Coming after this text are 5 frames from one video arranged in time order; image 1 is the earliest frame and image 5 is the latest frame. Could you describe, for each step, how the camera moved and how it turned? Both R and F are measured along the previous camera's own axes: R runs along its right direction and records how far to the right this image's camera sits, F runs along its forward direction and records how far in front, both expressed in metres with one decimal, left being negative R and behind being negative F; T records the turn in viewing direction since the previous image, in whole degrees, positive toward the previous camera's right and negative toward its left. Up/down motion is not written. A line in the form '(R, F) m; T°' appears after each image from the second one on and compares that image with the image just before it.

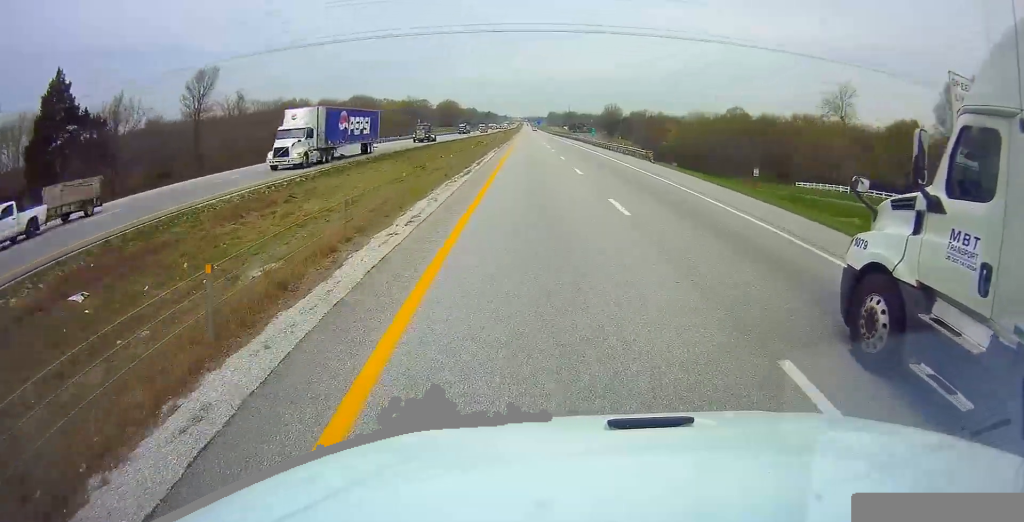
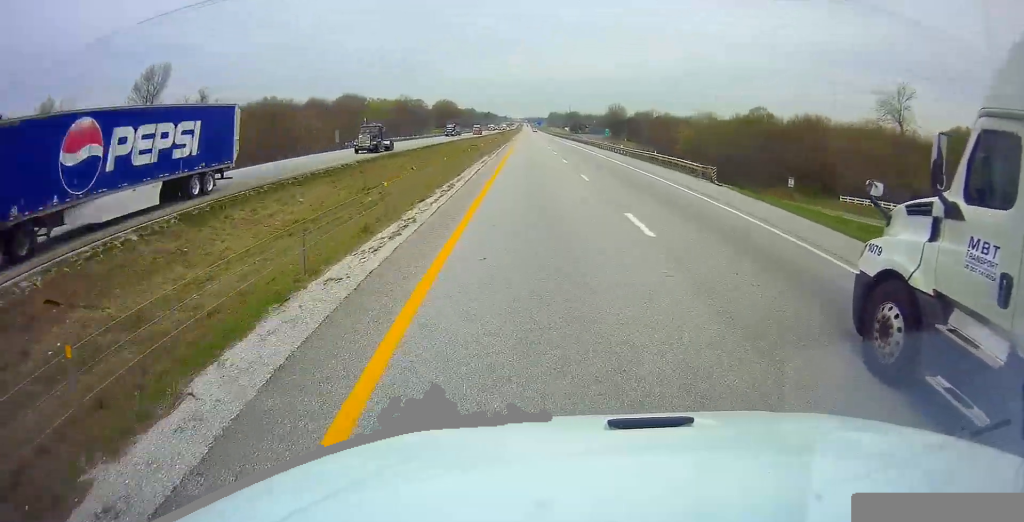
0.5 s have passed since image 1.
(-0.1, +14.6) m; 0°
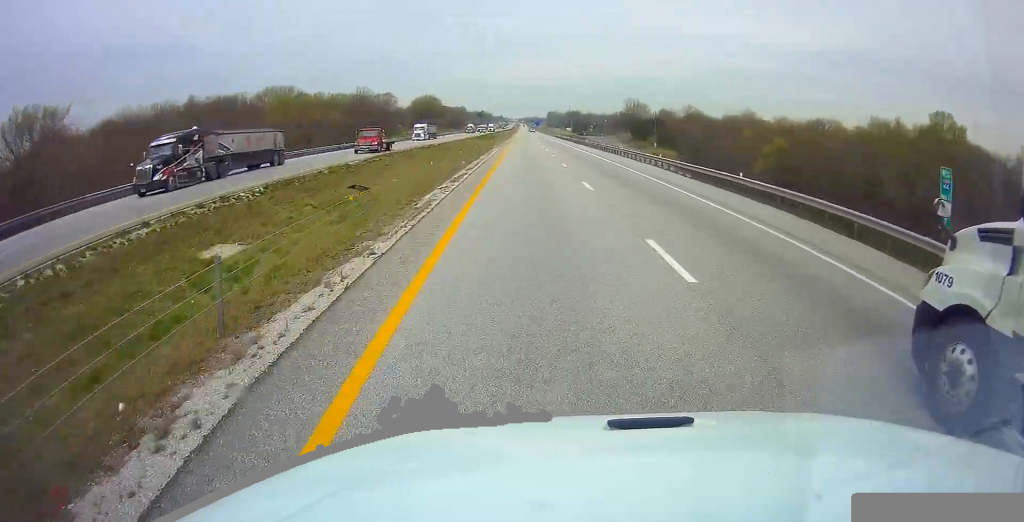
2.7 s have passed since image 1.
(-0.1, +63.6) m; 0°
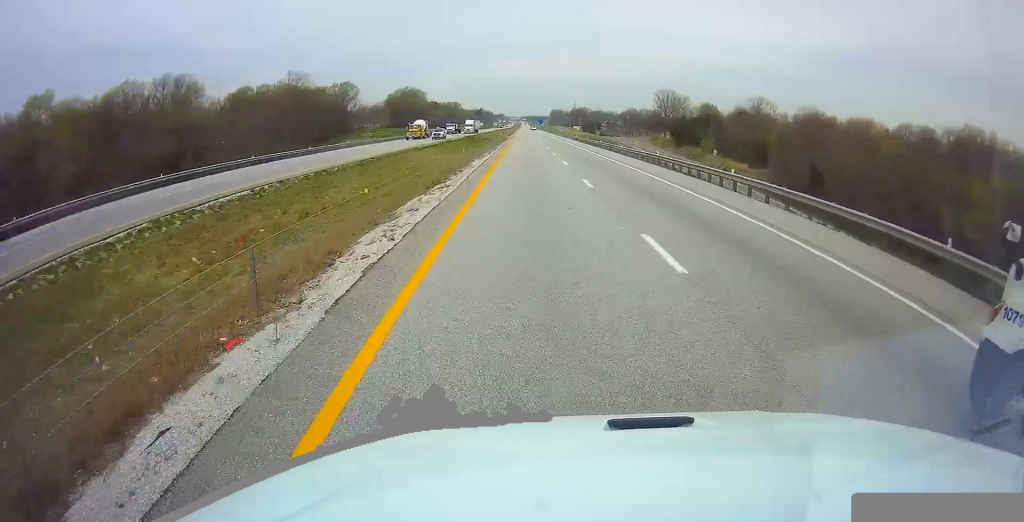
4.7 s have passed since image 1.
(+0.4, +59.5) m; 0°
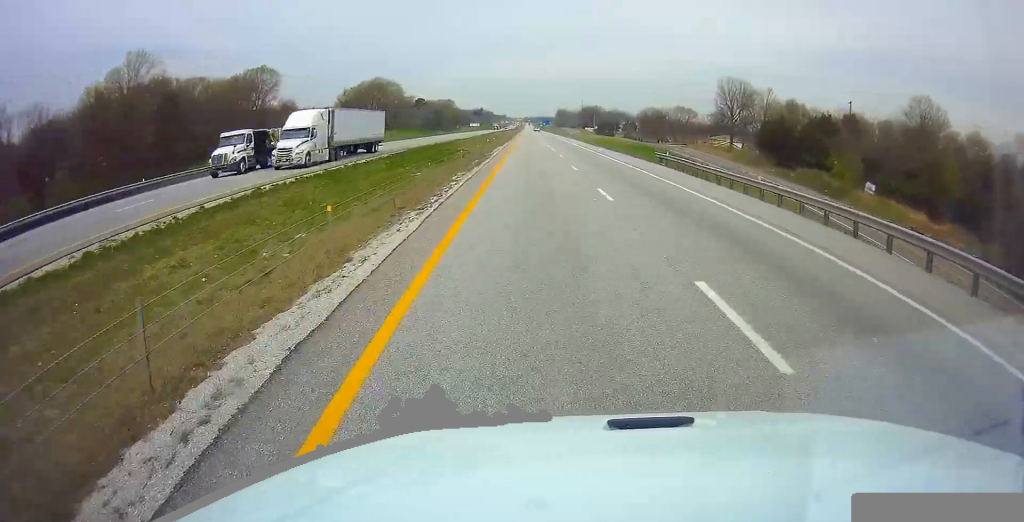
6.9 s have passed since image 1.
(-0.9, +63.8) m; -1°
